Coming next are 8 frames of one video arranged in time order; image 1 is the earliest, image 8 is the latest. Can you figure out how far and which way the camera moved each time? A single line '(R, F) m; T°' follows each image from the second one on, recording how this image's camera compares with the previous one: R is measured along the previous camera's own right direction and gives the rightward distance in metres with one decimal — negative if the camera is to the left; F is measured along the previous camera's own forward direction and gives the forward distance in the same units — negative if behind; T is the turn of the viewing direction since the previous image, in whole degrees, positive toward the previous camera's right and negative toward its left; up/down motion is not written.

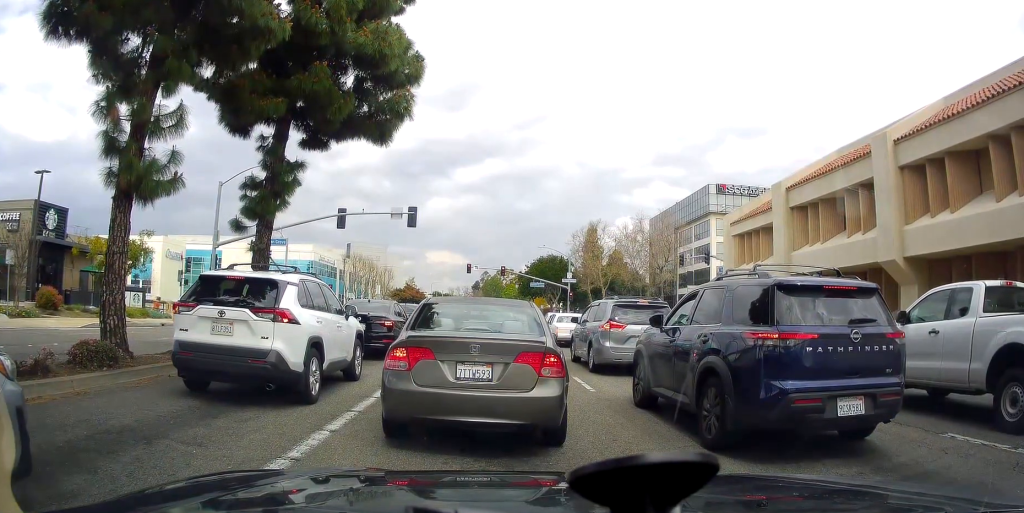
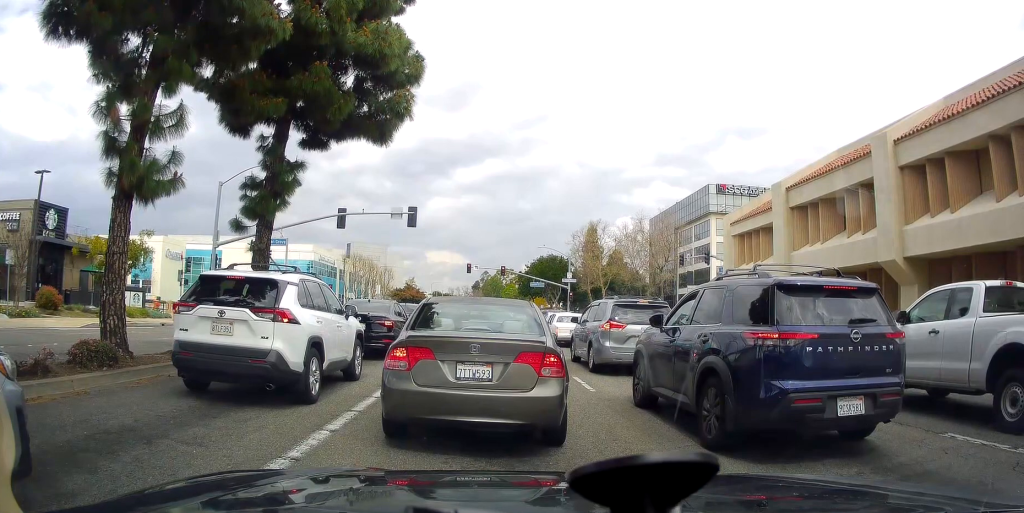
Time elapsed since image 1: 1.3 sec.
(+0.2, +0.3) m; 0°
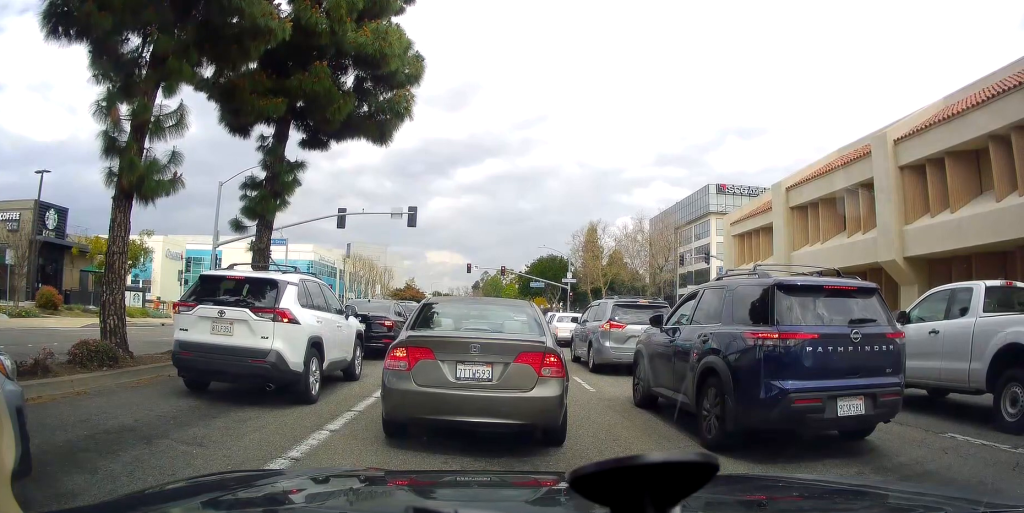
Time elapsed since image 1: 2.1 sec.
(0.0, 0.0) m; 0°
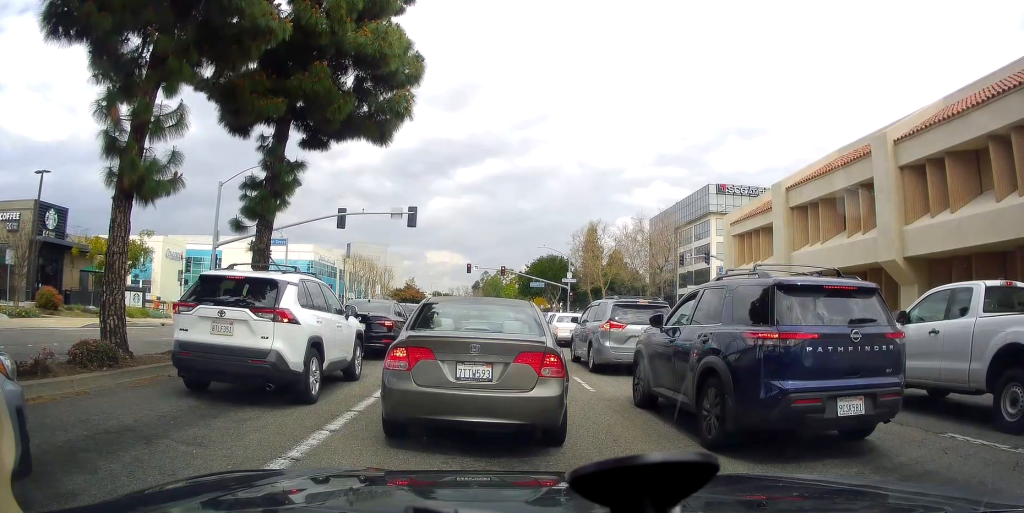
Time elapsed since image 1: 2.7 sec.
(0.0, 0.0) m; 0°
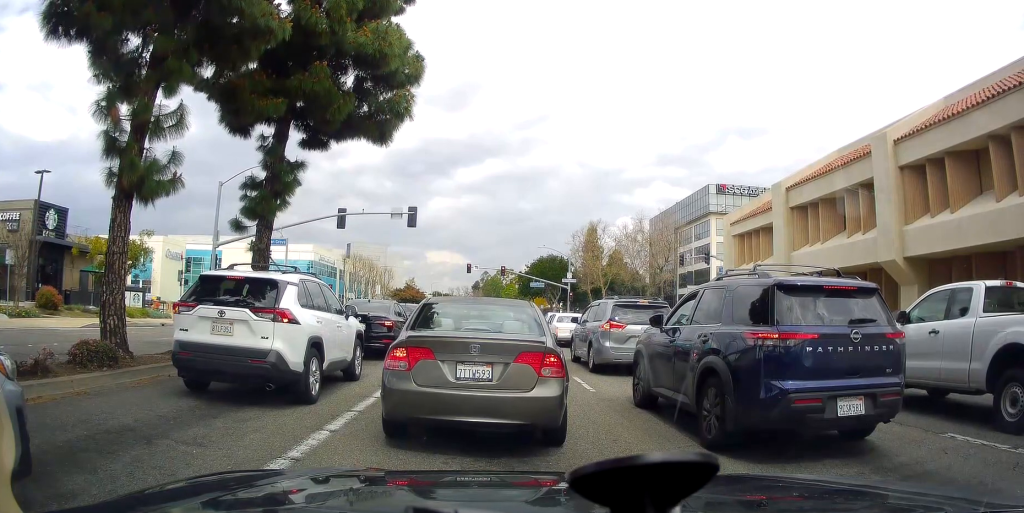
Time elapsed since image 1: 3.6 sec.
(0.0, 0.0) m; 0°
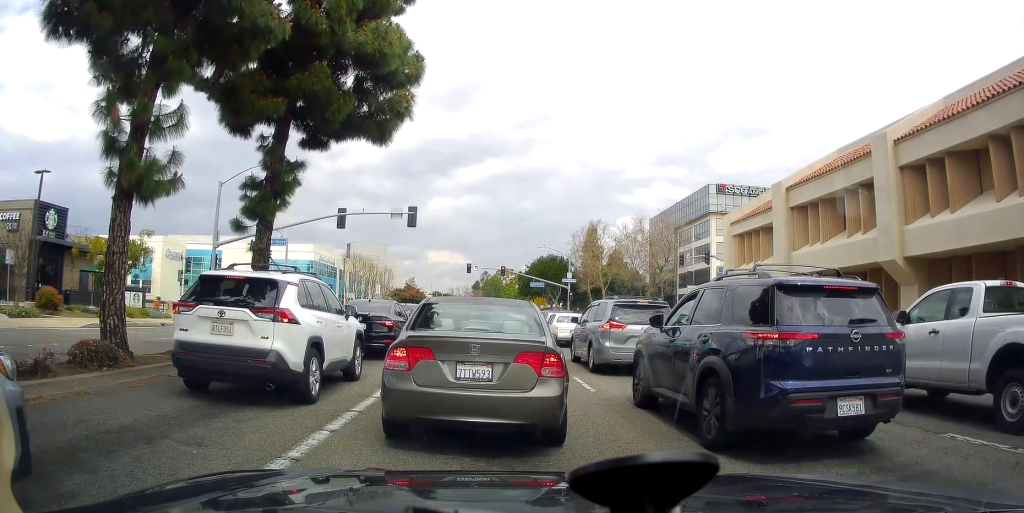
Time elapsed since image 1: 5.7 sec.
(0.0, 0.0) m; 0°
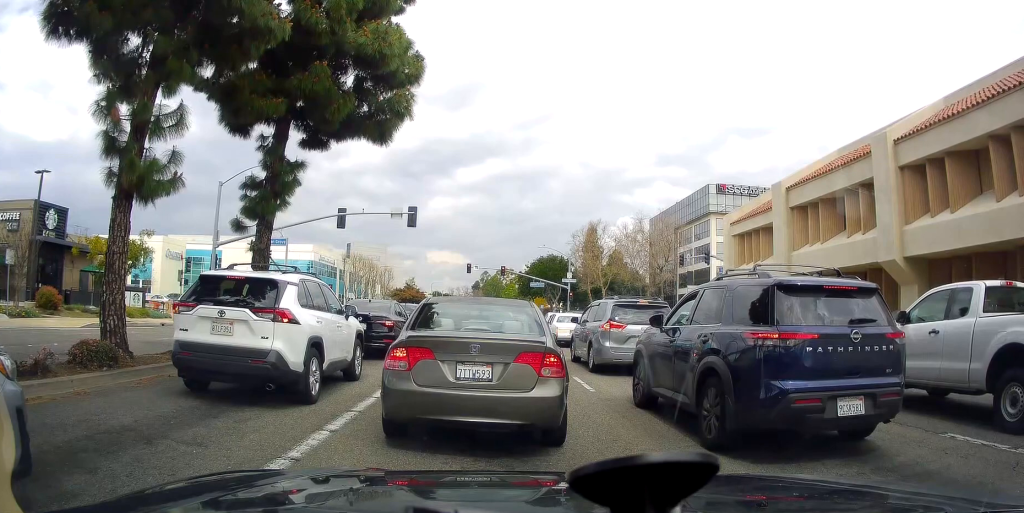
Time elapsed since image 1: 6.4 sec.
(0.0, 0.0) m; 0°
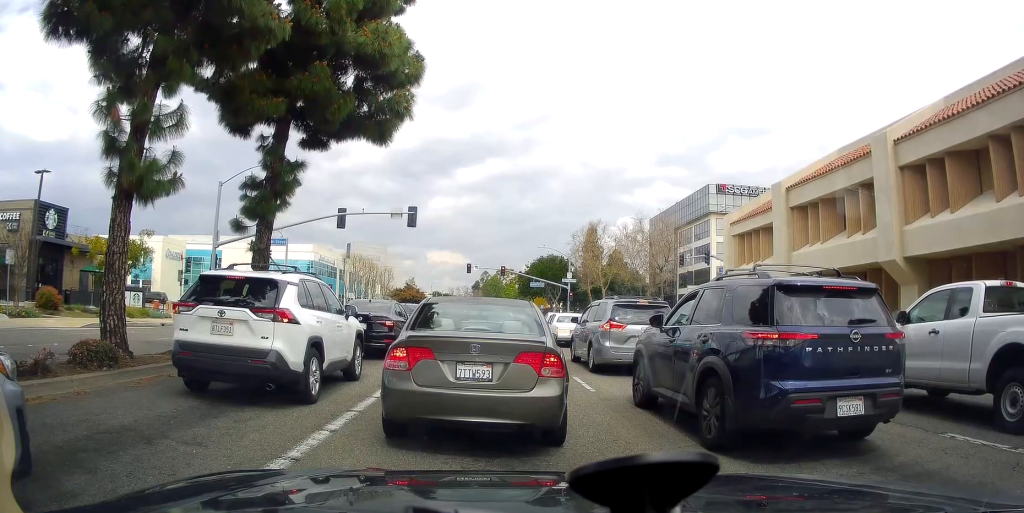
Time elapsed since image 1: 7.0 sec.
(0.0, 0.0) m; 0°
